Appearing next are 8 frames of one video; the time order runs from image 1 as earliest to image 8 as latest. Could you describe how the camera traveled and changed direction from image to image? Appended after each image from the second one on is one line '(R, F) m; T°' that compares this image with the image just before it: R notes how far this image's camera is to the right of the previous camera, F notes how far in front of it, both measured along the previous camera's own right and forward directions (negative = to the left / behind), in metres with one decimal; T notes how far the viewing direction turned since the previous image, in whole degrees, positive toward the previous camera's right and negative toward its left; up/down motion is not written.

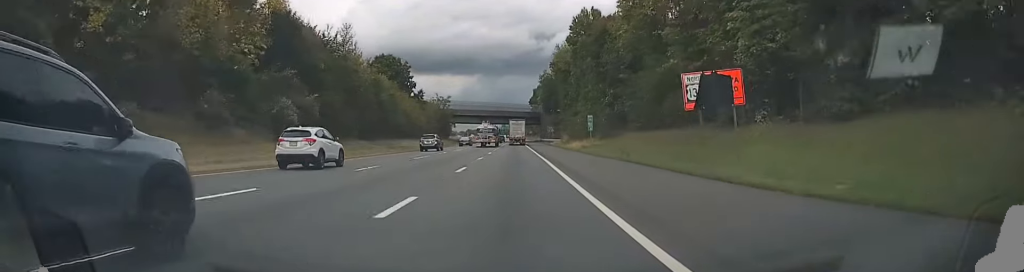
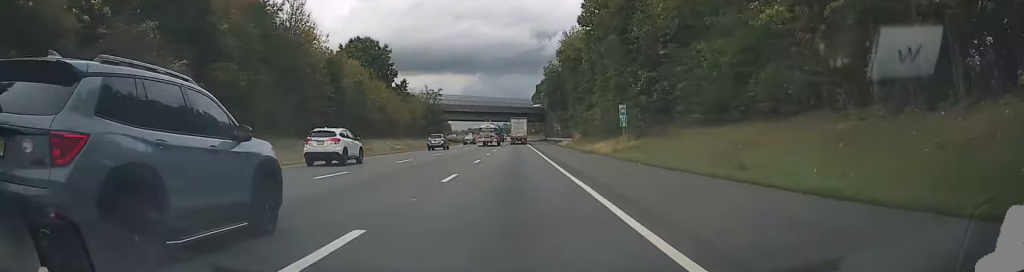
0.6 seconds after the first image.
(+0.1, +17.2) m; 0°
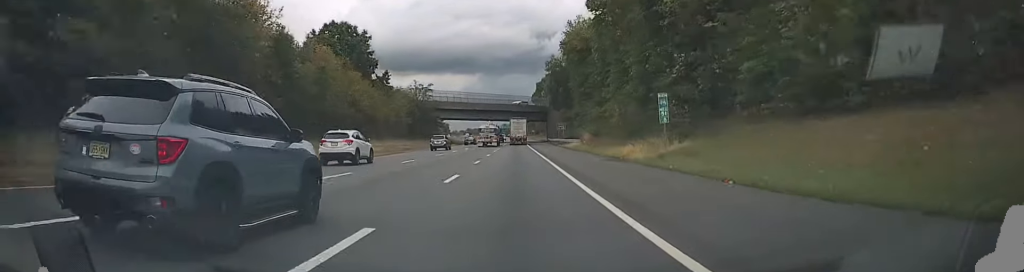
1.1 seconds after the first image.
(0.0, +12.2) m; 0°
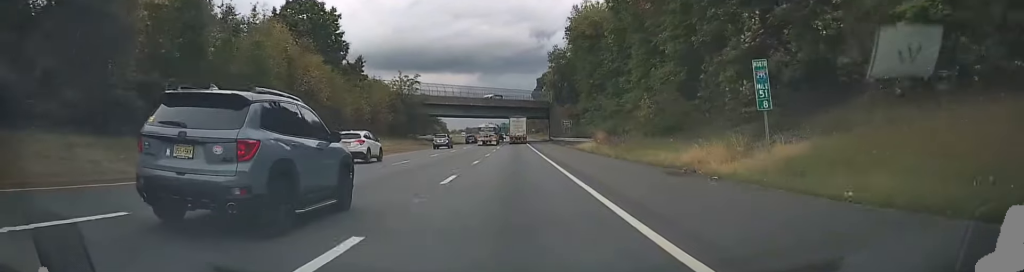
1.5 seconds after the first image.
(0.0, +14.6) m; 0°
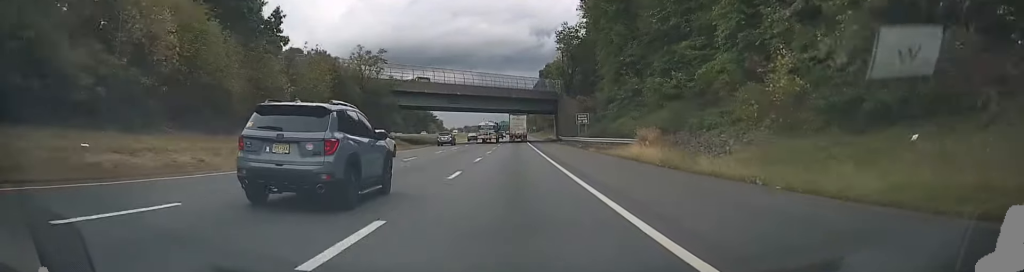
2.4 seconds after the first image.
(0.0, +23.4) m; 0°
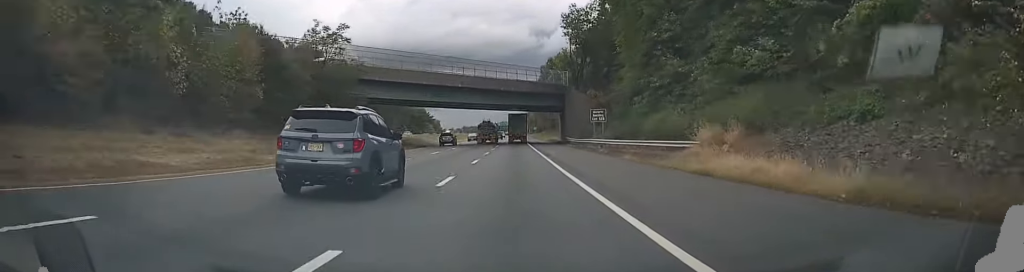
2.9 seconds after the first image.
(0.0, +14.6) m; 0°
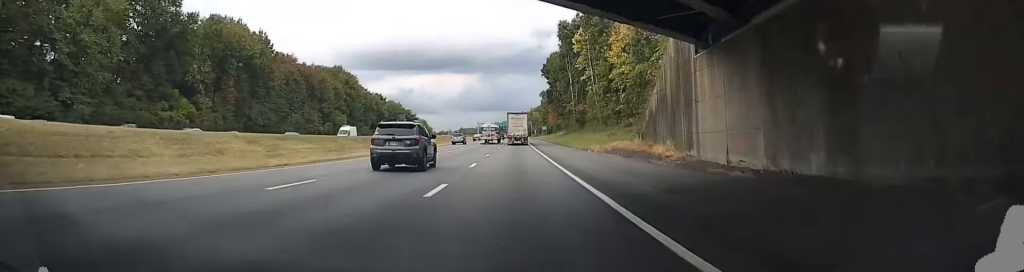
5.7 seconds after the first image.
(-0.3, +75.9) m; 0°
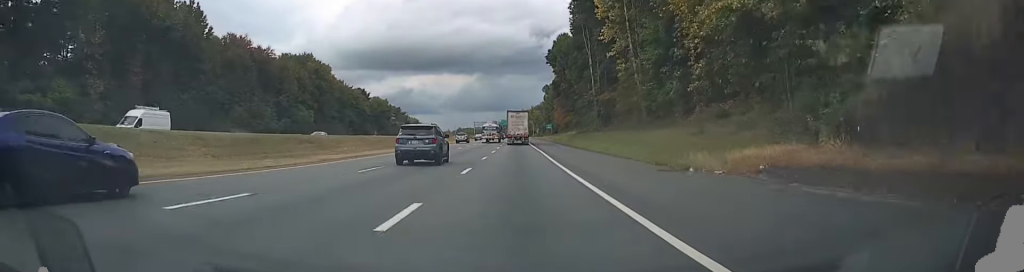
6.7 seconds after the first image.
(+0.1, +27.4) m; +1°
